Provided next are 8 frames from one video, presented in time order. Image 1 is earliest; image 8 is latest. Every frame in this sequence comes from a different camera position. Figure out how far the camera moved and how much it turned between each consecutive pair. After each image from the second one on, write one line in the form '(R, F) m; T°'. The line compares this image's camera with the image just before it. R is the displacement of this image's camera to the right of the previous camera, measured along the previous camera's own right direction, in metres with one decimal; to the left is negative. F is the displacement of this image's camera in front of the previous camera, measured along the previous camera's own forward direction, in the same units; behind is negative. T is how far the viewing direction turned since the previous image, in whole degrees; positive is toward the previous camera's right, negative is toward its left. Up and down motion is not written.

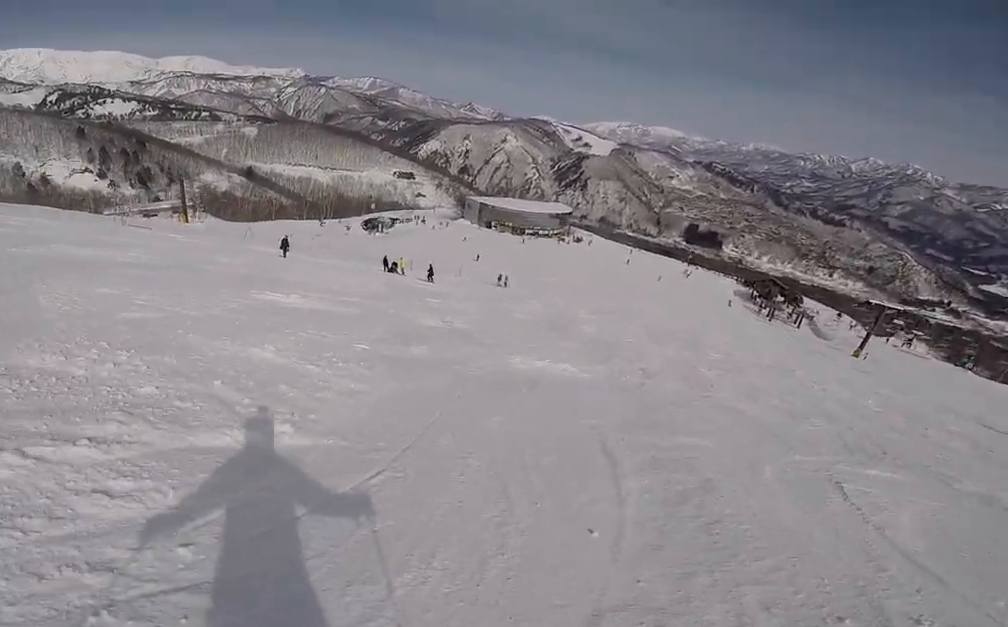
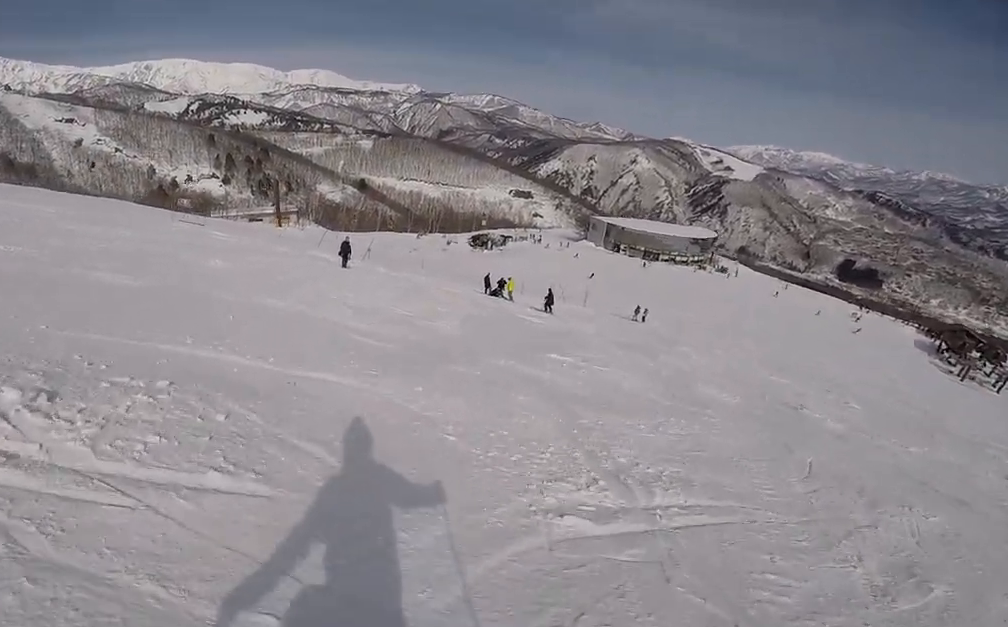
(-2.4, +7.0) m; -19°
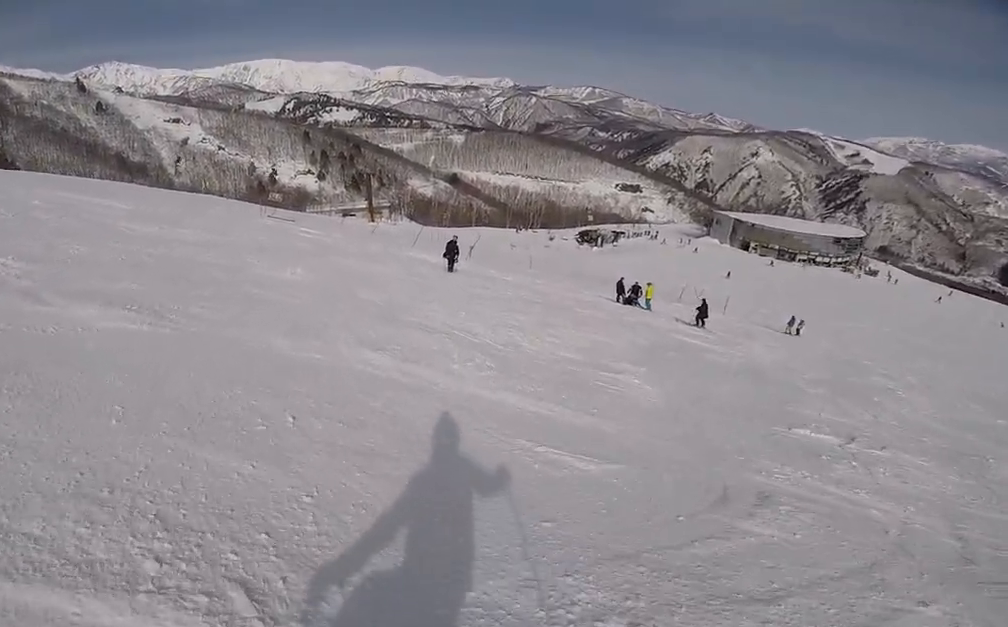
(0.0, +3.5) m; +1°
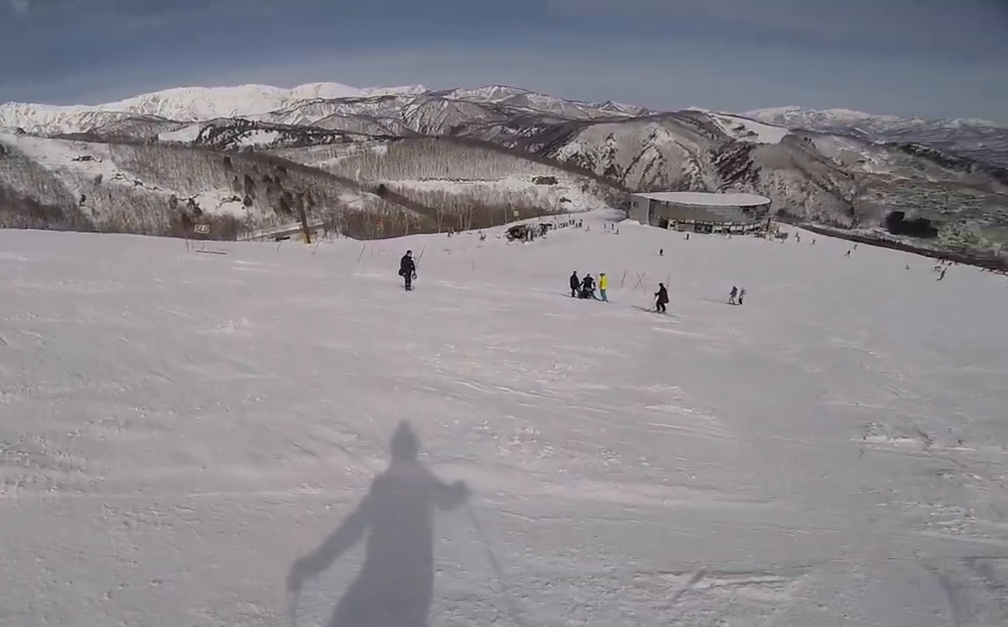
(0.0, +2.1) m; +3°
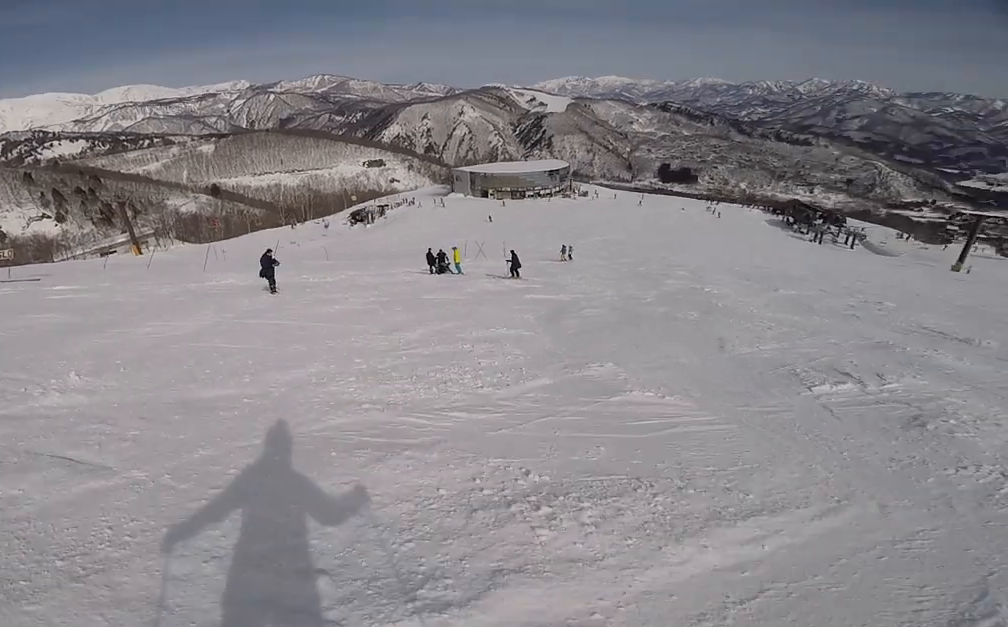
(0.0, +1.6) m; +19°
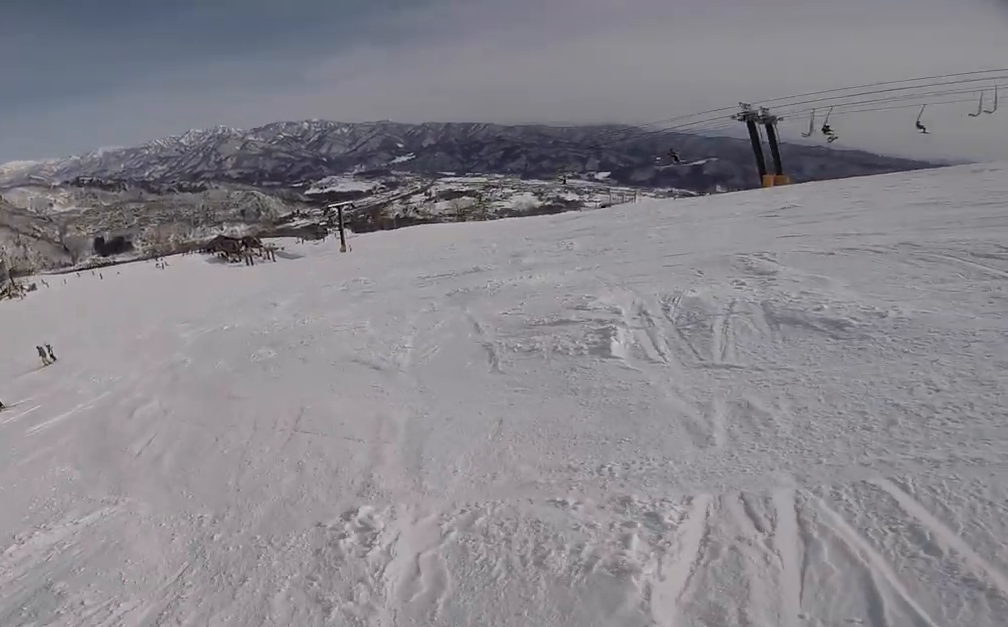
(+1.9, +3.0) m; +68°
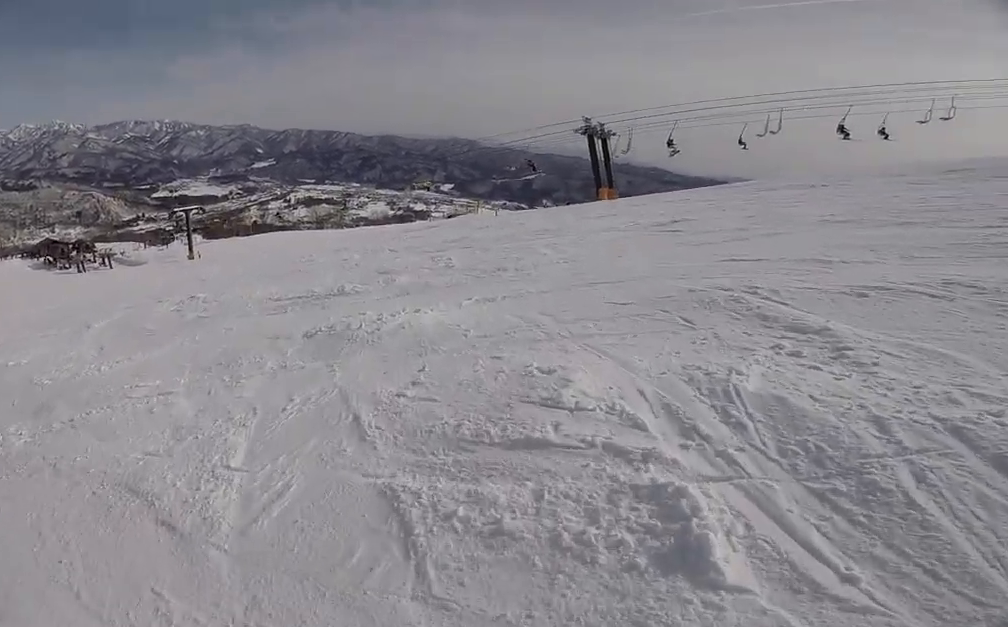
(+0.9, +2.2) m; +22°
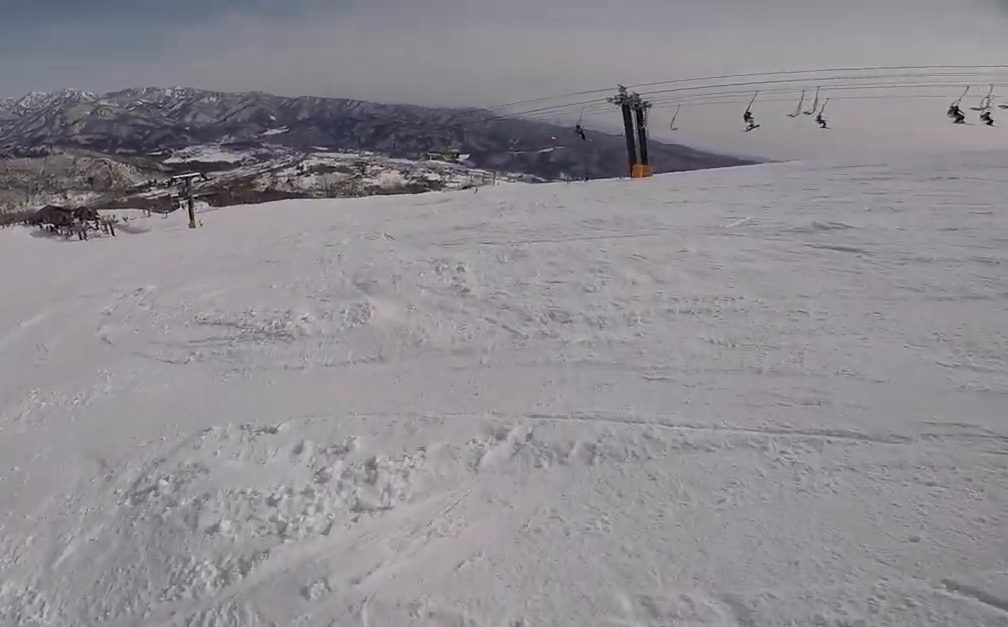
(+0.4, +3.7) m; -8°
